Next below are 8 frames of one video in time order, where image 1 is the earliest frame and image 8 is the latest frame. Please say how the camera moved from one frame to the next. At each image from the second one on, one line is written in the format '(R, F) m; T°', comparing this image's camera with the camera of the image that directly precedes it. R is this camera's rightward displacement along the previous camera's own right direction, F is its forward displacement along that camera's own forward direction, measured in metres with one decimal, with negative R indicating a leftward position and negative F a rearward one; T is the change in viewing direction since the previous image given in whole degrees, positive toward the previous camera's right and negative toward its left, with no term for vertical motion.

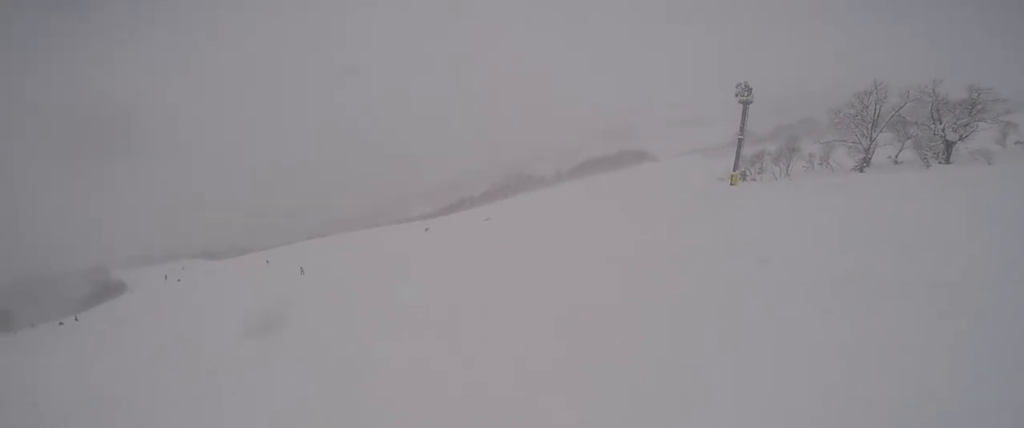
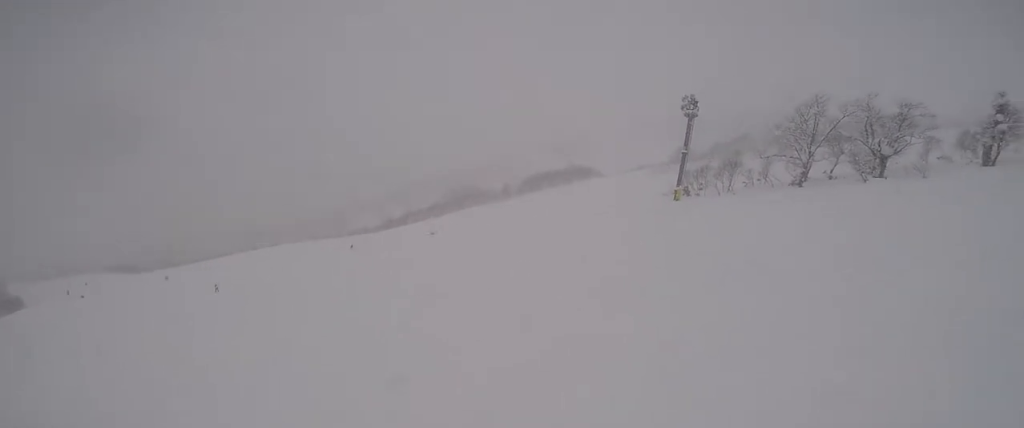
(-0.2, +2.4) m; +9°
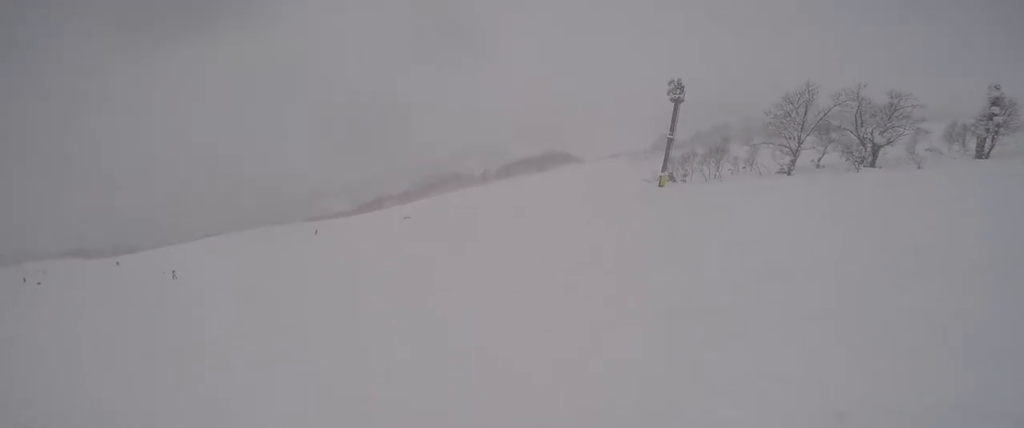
(+0.5, +1.5) m; +1°
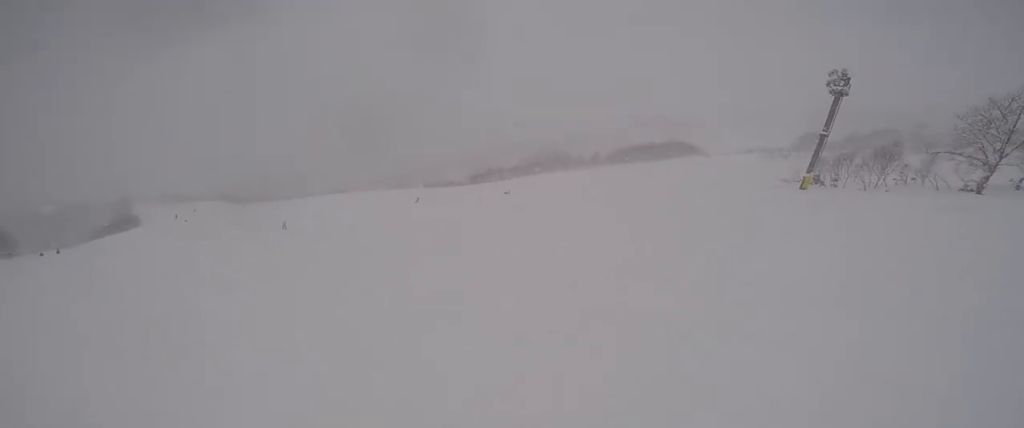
(+0.1, +2.5) m; -10°
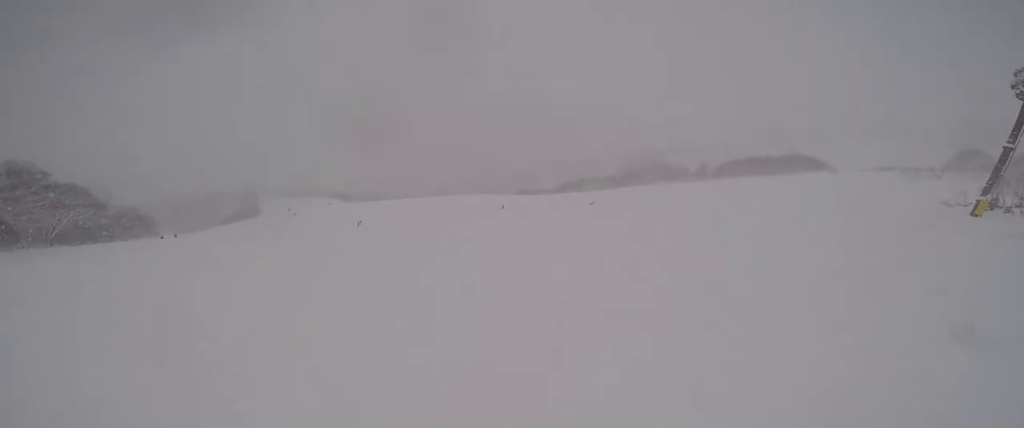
(-2.5, +5.3) m; -41°
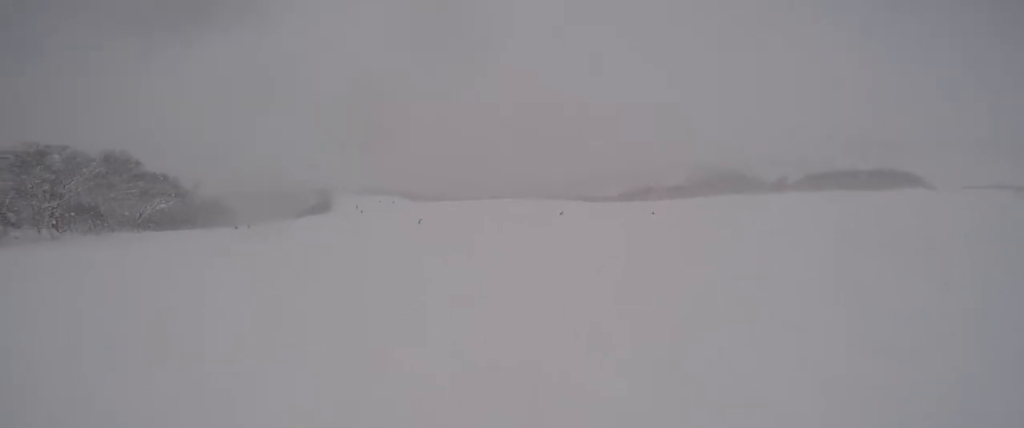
(-0.1, +2.5) m; -6°
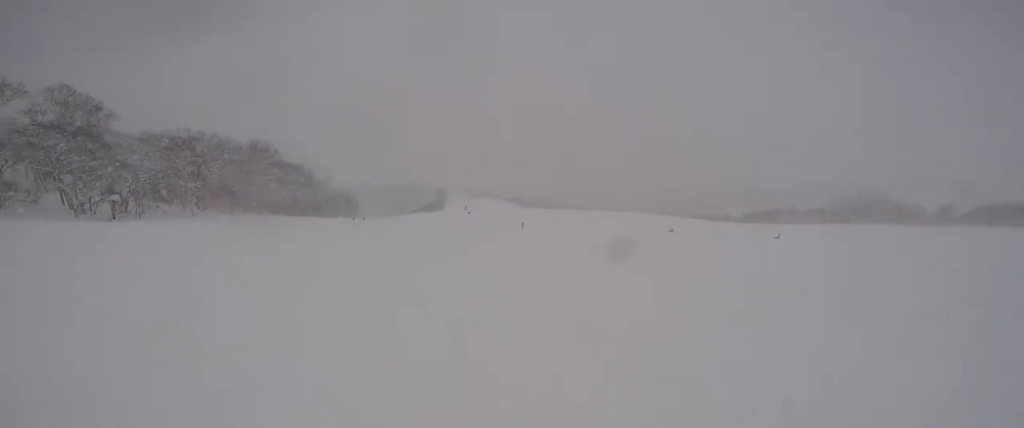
(-0.3, +3.1) m; -25°
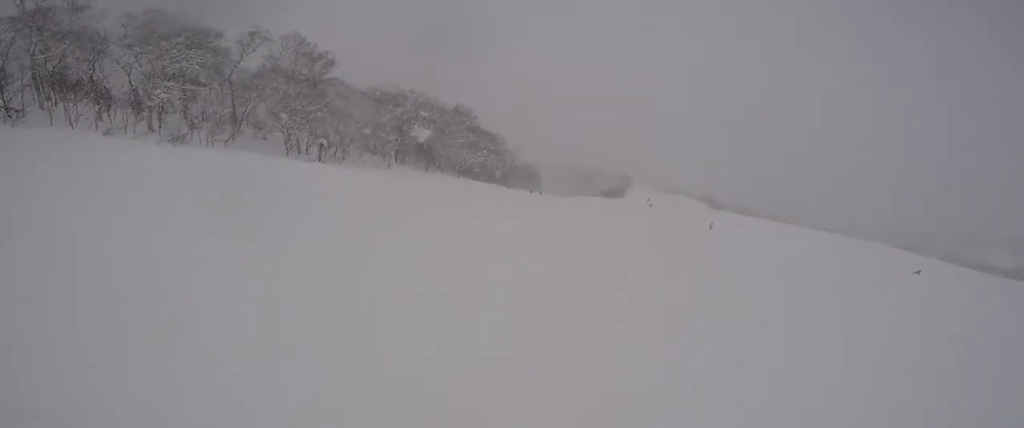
(-1.7, +4.9) m; -14°
